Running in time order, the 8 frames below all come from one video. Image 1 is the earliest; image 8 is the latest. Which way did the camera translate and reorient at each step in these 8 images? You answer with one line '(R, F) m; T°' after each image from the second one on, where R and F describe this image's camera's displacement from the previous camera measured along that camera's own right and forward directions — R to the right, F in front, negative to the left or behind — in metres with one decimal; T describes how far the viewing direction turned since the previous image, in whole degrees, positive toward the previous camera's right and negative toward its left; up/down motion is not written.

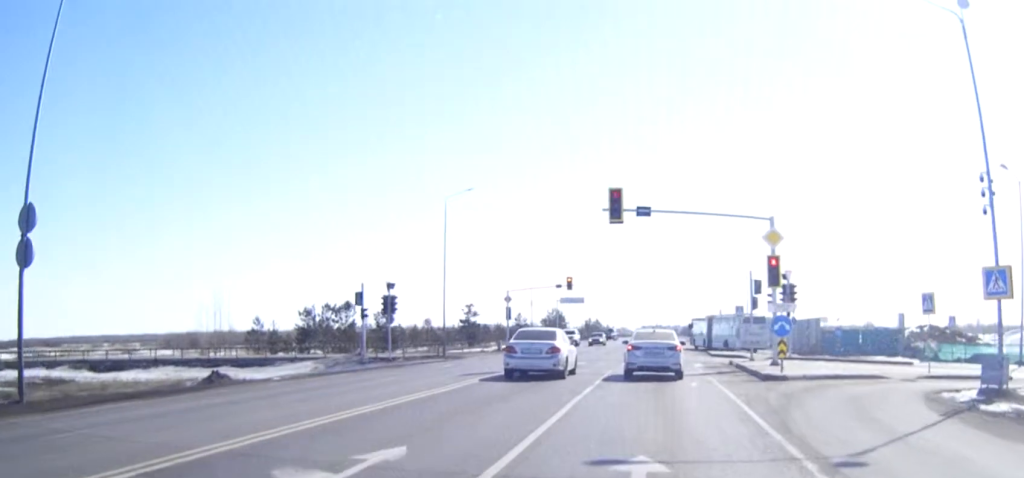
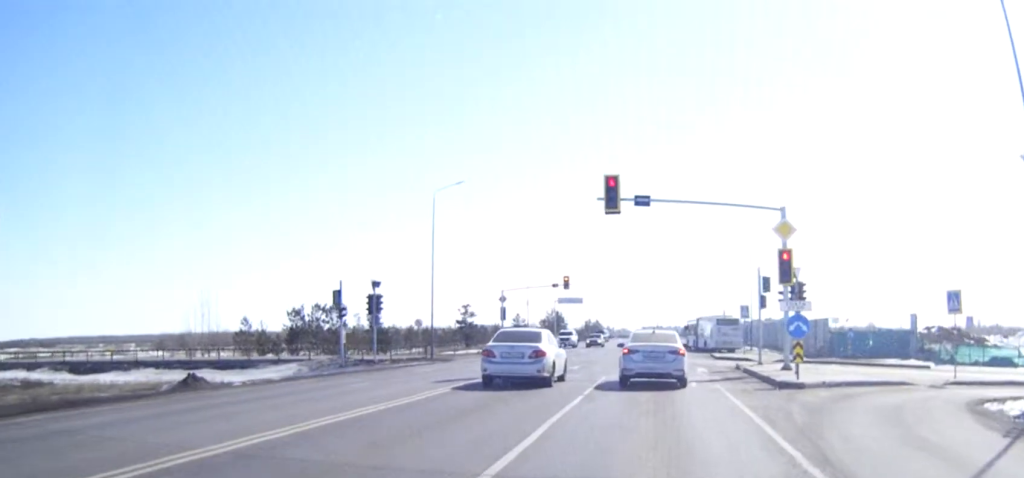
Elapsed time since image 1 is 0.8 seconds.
(0.0, +2.9) m; 0°
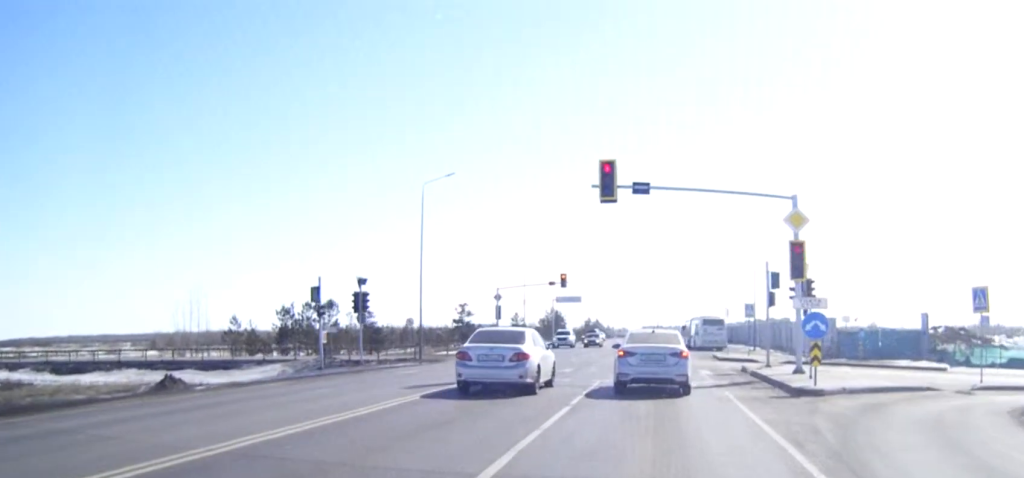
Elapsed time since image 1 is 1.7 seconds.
(0.0, +2.6) m; 0°
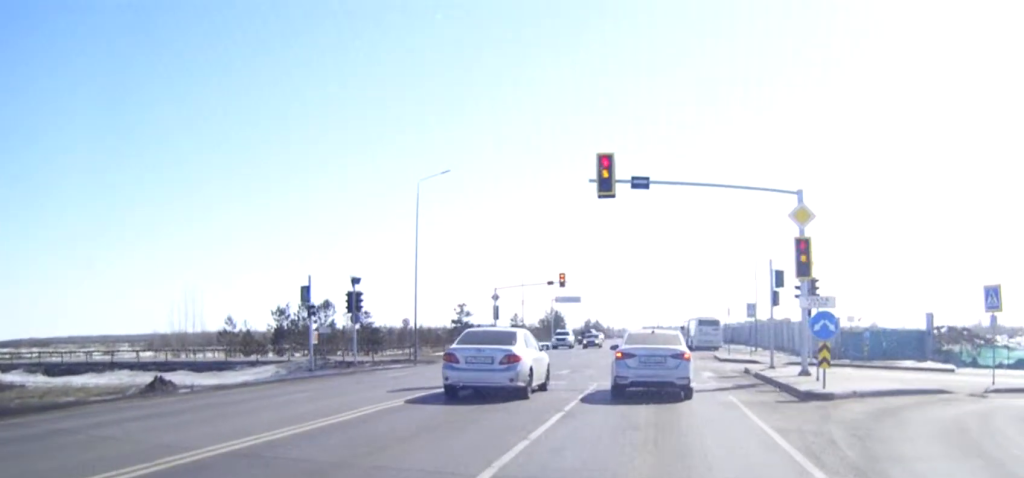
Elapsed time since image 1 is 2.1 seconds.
(0.0, +1.1) m; 0°
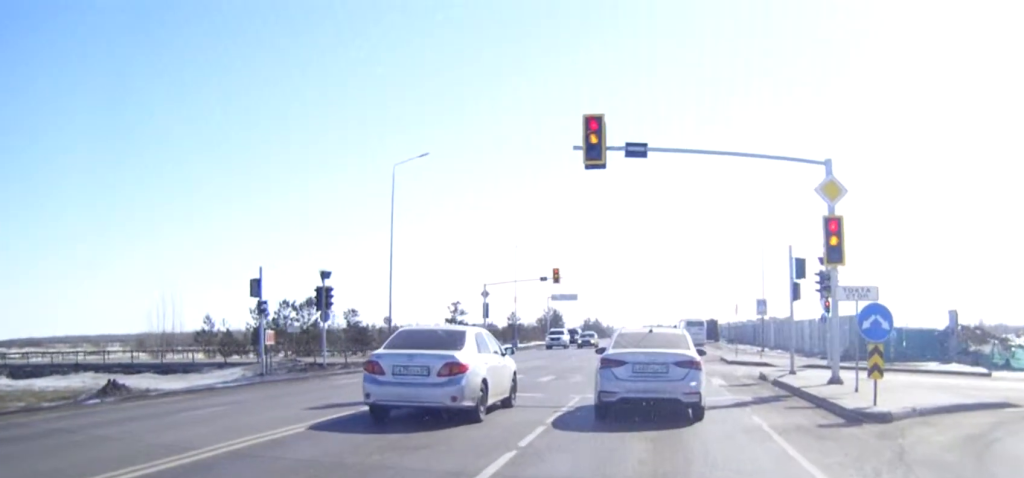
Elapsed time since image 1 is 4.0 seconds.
(0.0, +5.0) m; -1°
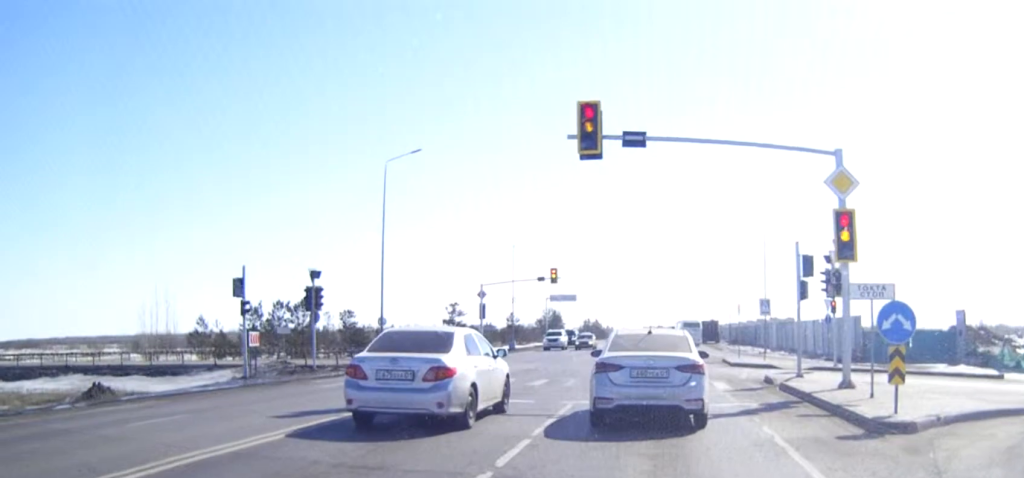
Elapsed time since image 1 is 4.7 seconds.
(0.0, +1.6) m; 0°
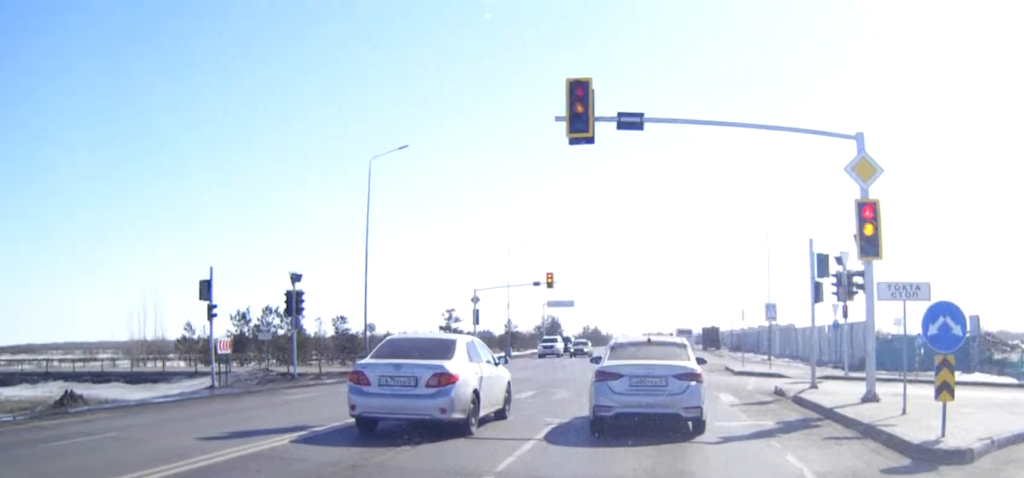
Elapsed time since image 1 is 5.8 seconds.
(0.0, +3.1) m; 0°
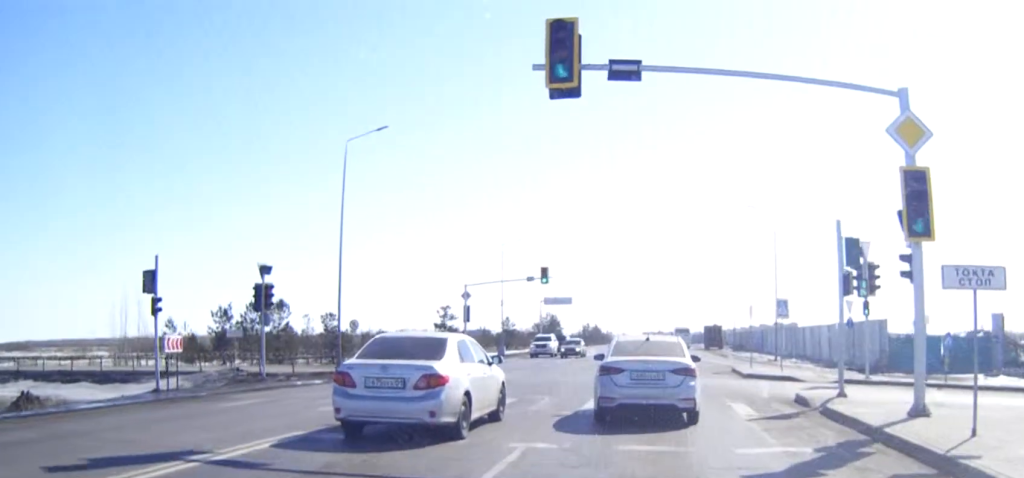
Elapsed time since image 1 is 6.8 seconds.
(0.0, +3.5) m; 0°
